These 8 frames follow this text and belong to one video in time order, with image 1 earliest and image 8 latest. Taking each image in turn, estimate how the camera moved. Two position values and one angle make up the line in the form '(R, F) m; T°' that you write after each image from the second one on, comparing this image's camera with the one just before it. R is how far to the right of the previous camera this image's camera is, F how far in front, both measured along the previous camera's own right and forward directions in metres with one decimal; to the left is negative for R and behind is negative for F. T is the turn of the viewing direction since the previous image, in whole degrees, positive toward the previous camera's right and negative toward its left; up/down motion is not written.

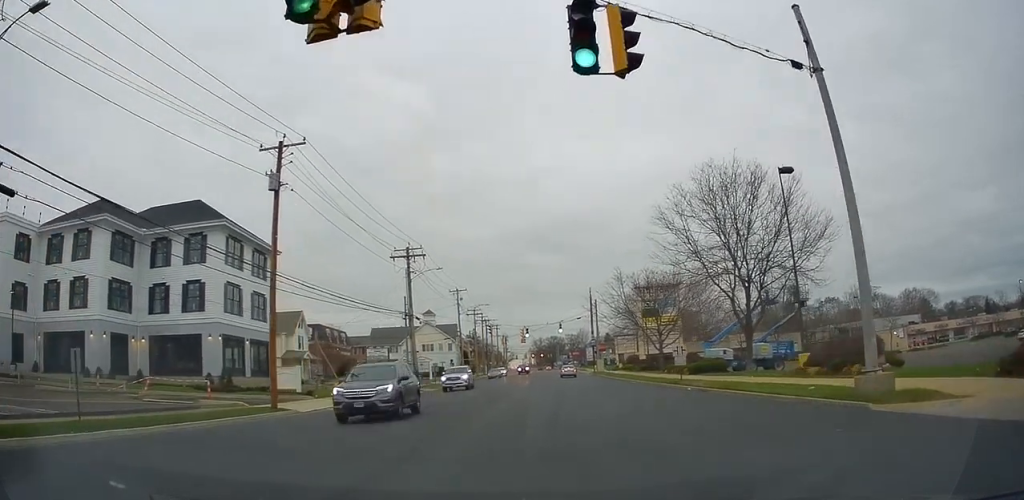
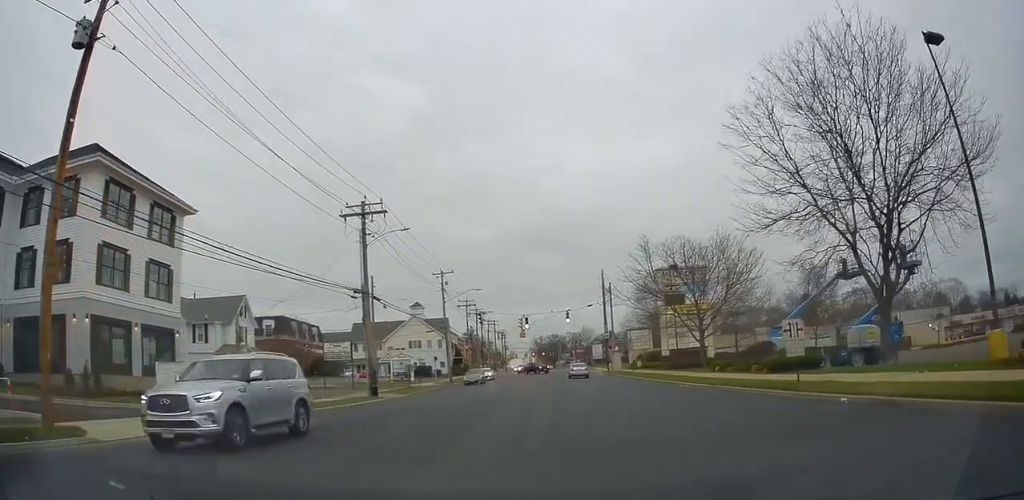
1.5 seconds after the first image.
(-0.3, +12.7) m; -2°
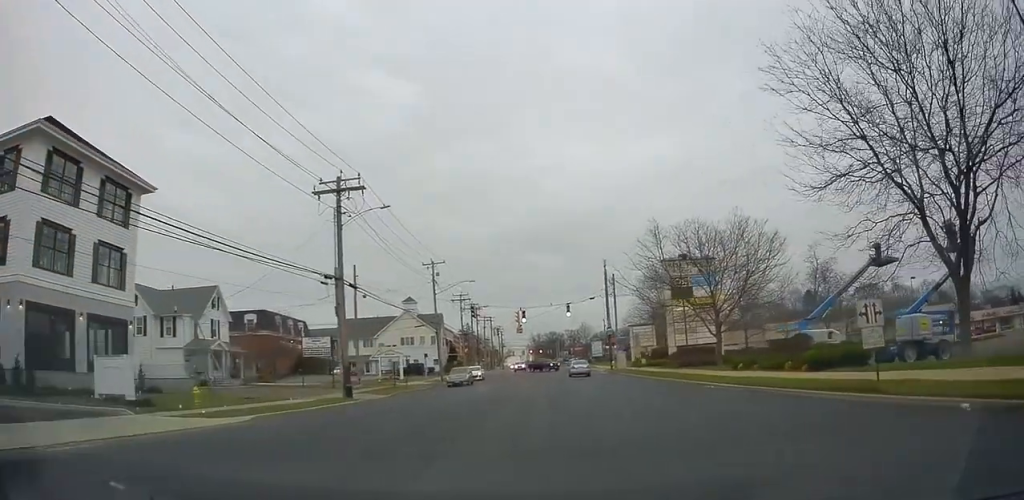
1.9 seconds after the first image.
(-0.1, +4.4) m; +2°
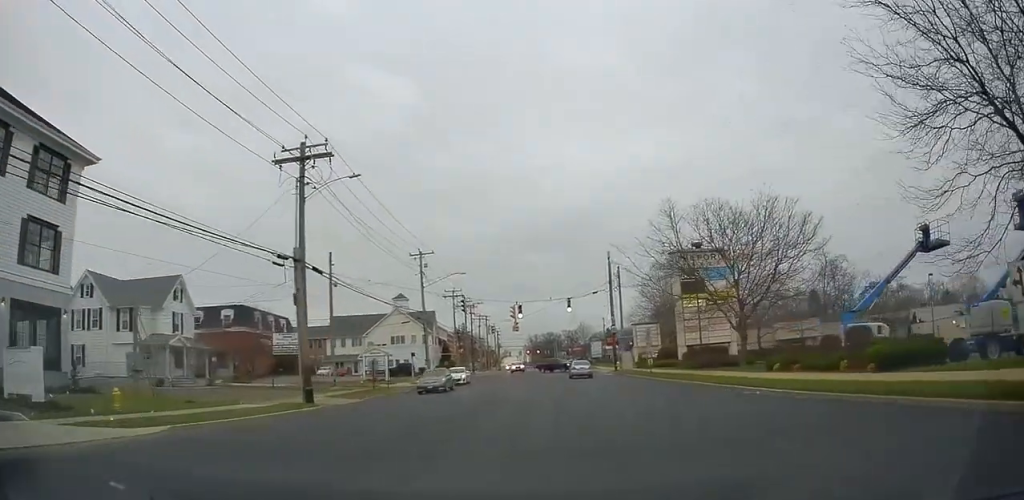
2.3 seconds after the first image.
(-0.2, +5.0) m; +2°
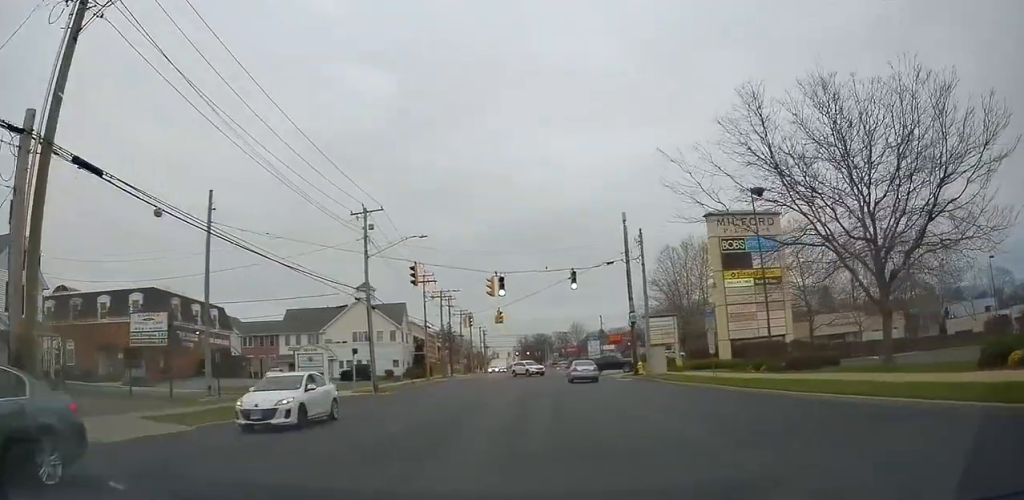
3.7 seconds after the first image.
(+0.9, +15.7) m; +1°
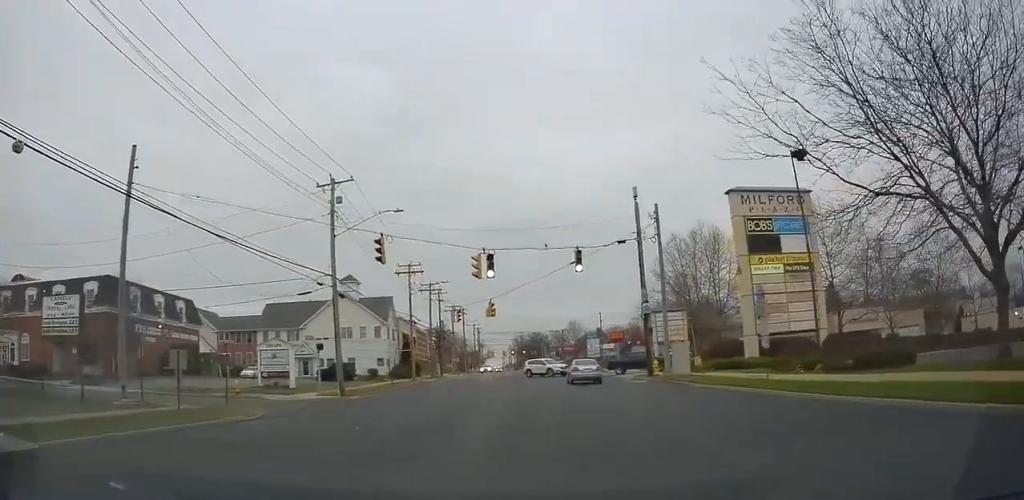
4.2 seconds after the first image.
(-0.1, +6.2) m; -2°
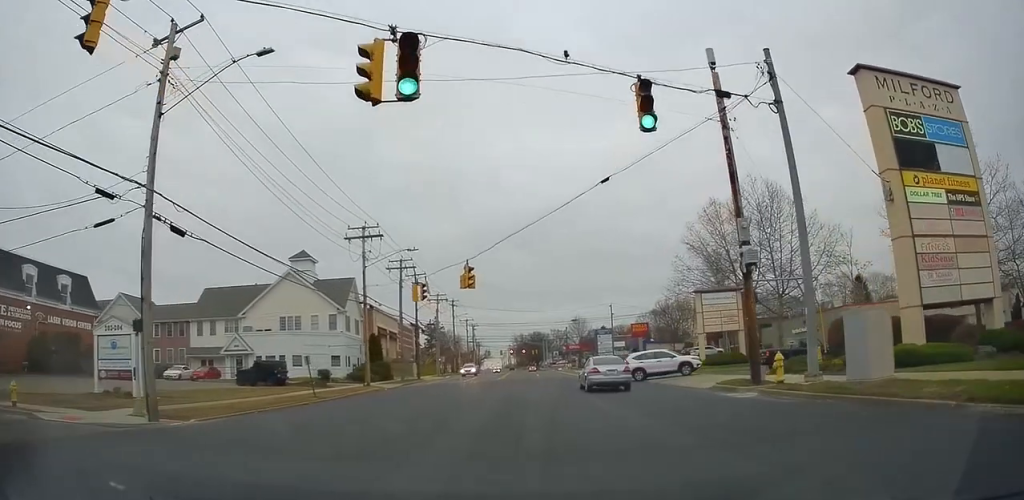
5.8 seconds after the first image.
(-0.2, +17.5) m; 0°
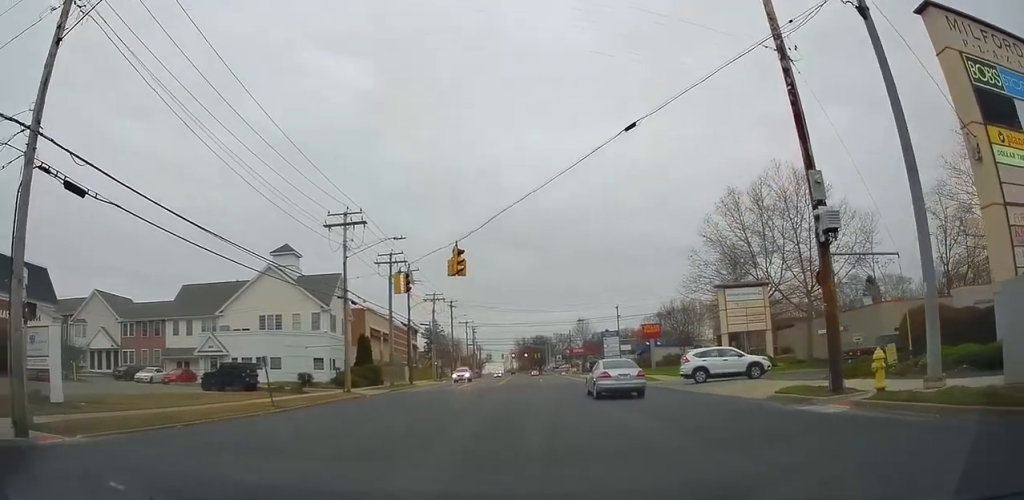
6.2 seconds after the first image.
(+0.1, +5.3) m; +1°
